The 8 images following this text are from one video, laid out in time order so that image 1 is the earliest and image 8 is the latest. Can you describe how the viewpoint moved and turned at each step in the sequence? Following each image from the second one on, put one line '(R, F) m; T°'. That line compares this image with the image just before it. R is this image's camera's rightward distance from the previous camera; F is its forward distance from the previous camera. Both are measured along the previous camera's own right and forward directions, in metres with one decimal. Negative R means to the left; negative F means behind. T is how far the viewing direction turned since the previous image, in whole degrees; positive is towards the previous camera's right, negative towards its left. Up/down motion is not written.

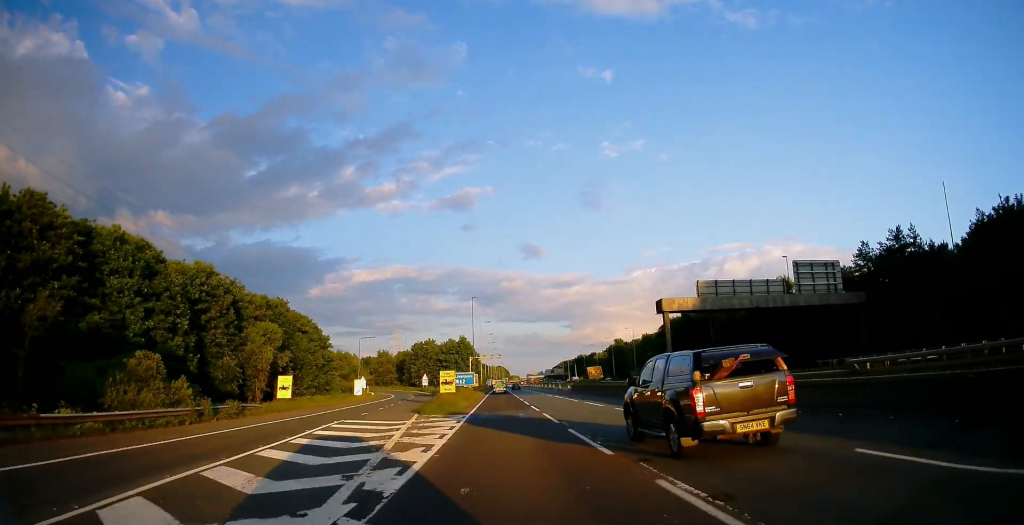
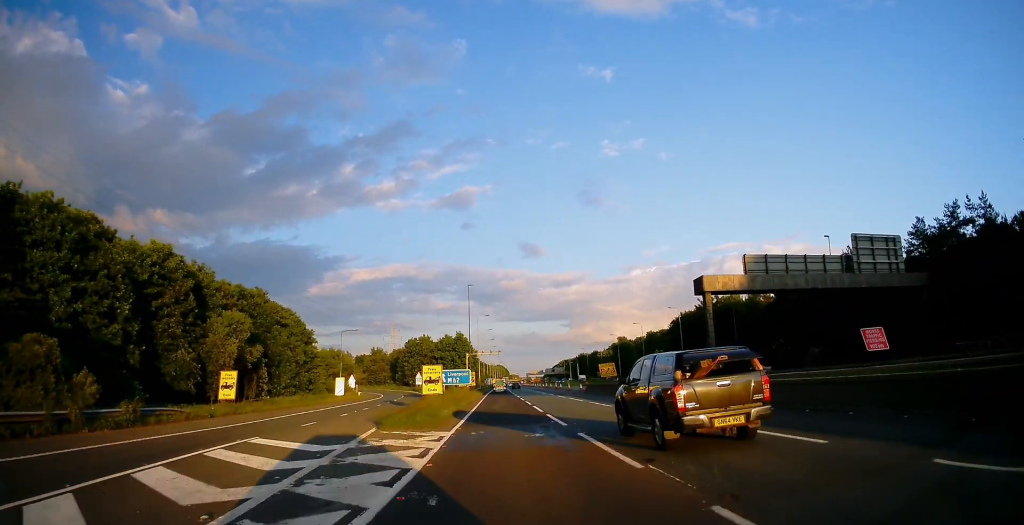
(0.0, +10.7) m; 0°
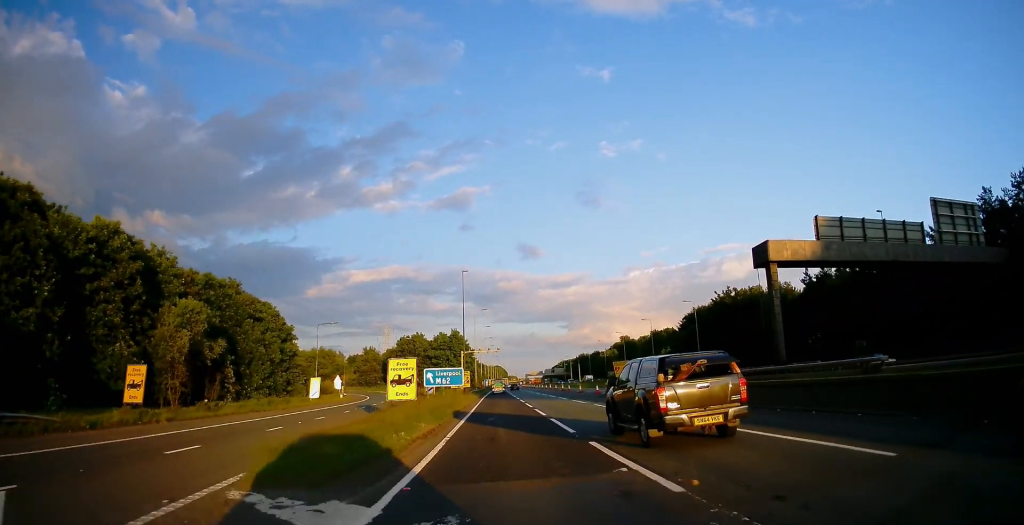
(+0.1, +11.5) m; -1°
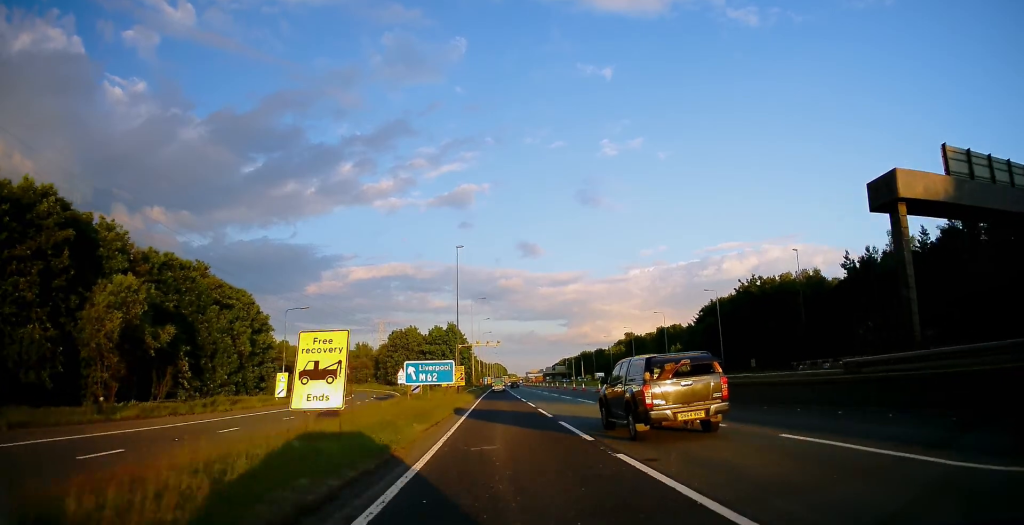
(-0.2, +11.9) m; 0°
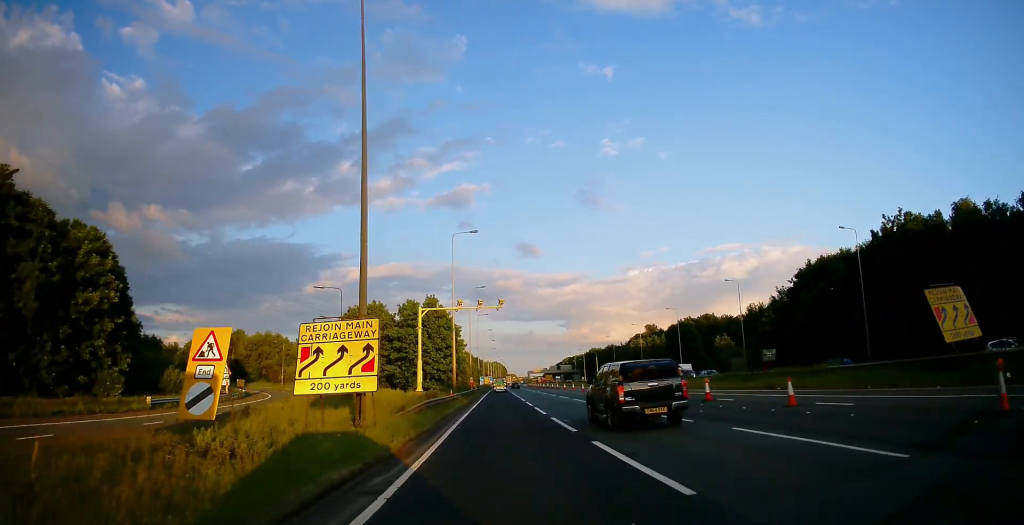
(+0.3, +43.6) m; +1°
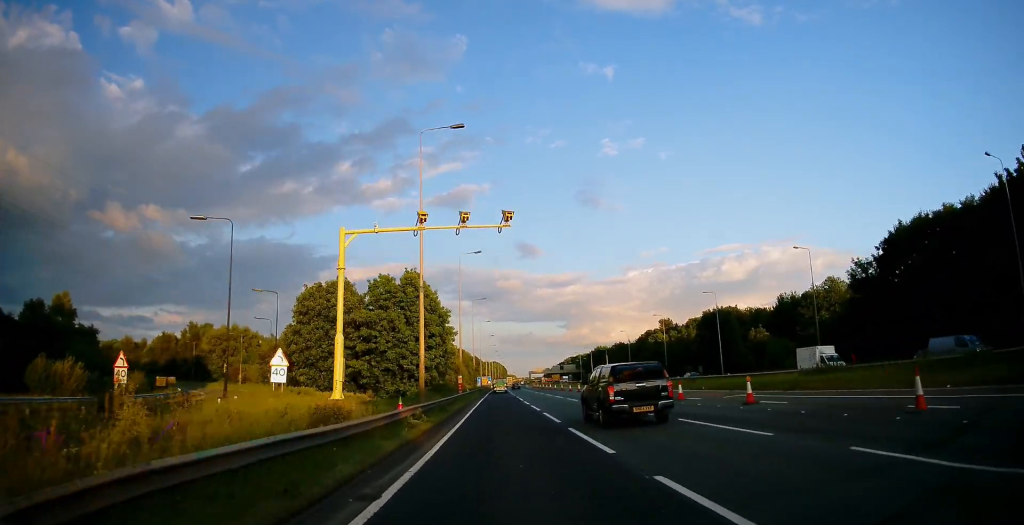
(0.0, +23.0) m; 0°
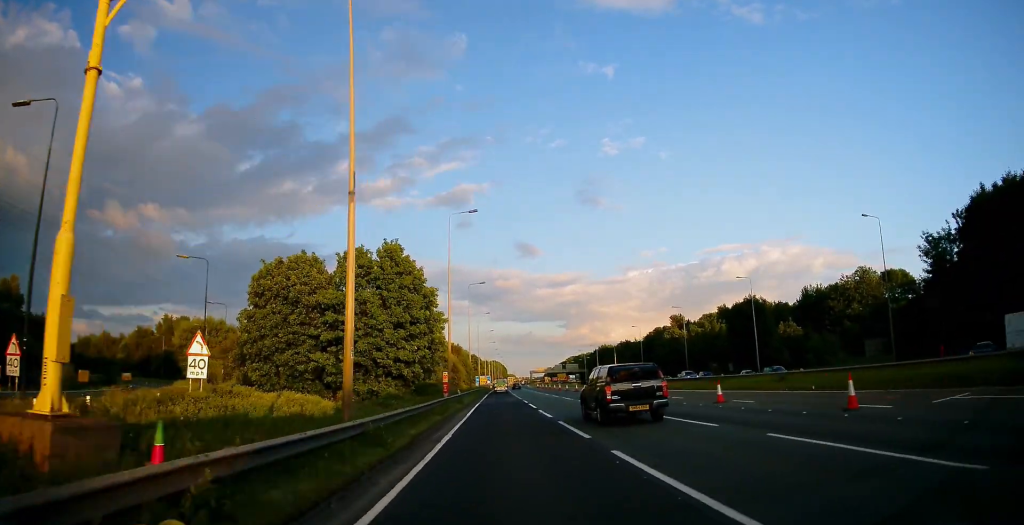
(0.0, +15.1) m; 0°
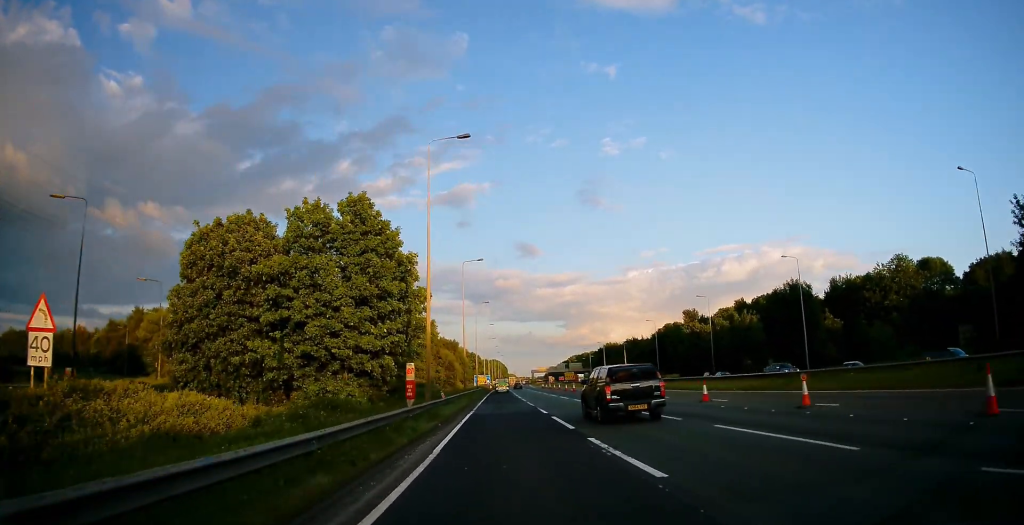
(0.0, +15.5) m; 0°
